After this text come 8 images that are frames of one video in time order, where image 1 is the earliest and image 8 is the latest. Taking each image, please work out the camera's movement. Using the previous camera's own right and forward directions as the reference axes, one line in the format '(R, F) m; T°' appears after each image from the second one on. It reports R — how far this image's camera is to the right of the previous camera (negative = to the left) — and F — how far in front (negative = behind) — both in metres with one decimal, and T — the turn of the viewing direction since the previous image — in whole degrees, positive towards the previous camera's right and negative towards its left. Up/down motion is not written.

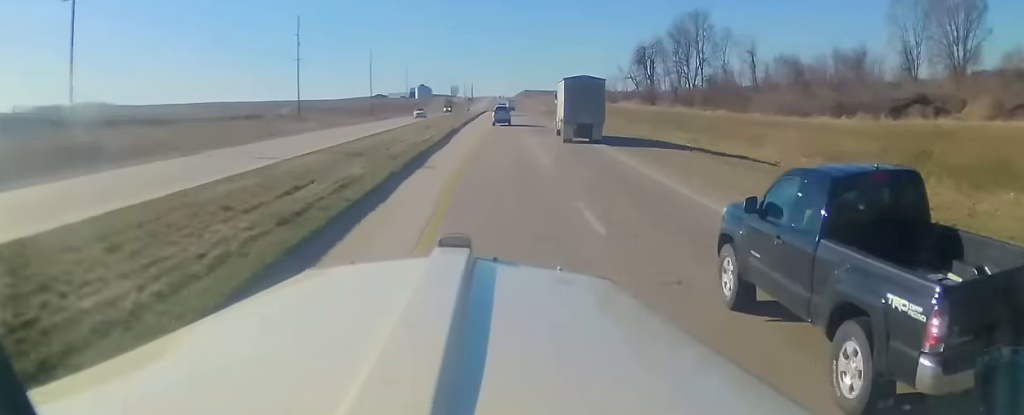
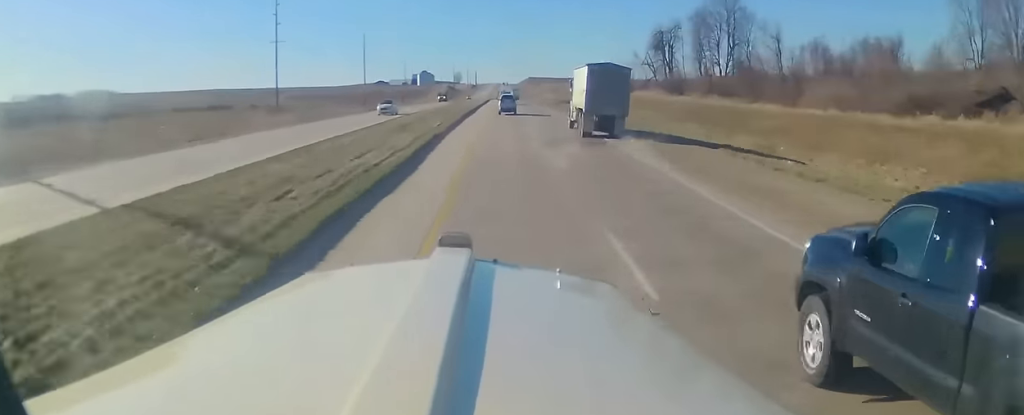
(+0.2, +15.7) m; -1°
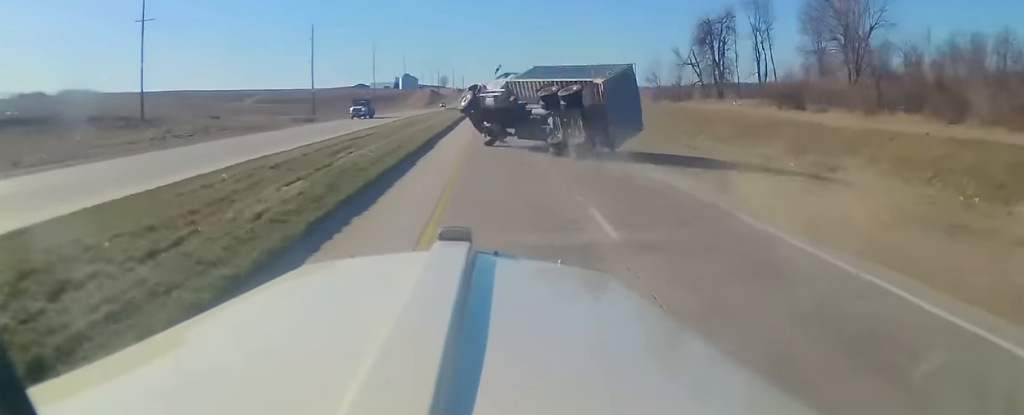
(-0.8, +46.6) m; 0°
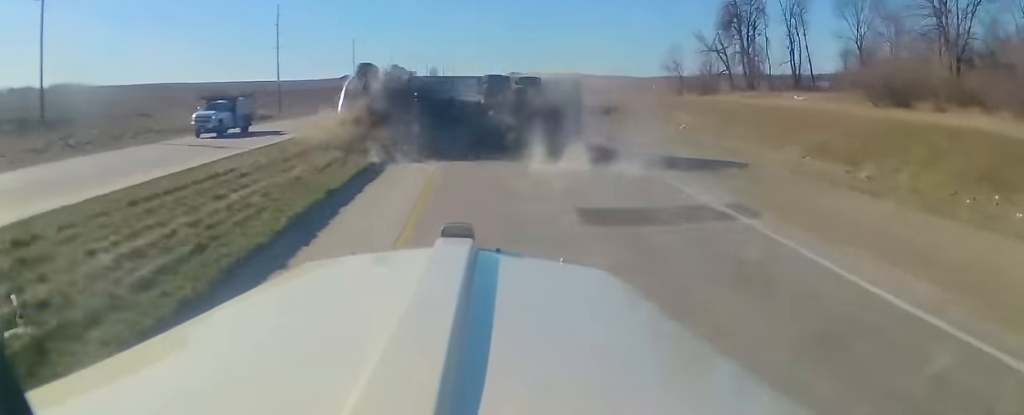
(+0.1, +20.5) m; 0°
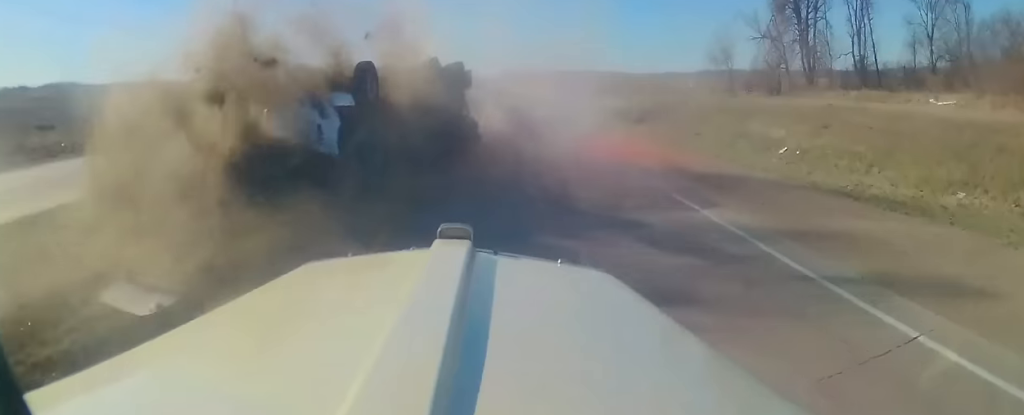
(-0.2, +26.5) m; 0°
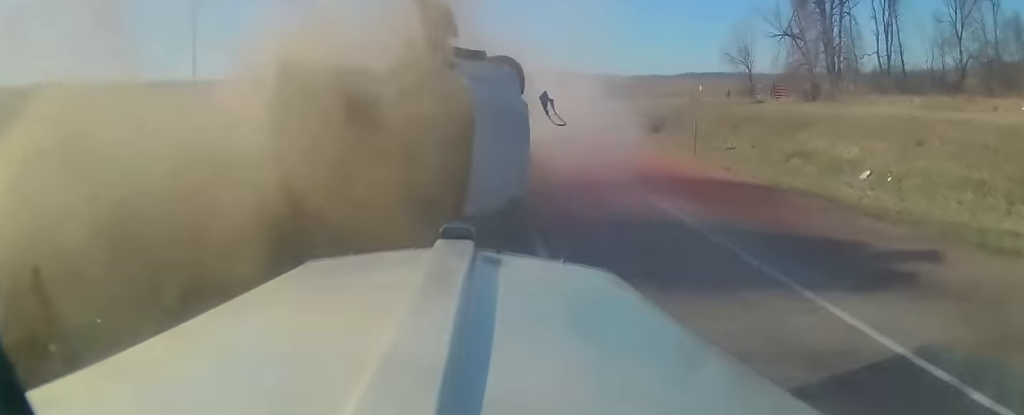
(-0.1, +12.7) m; +1°
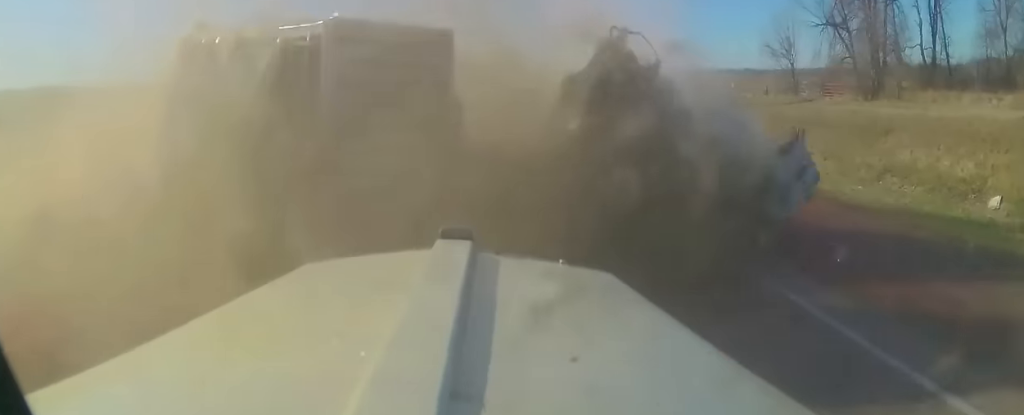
(+0.5, +10.8) m; +2°
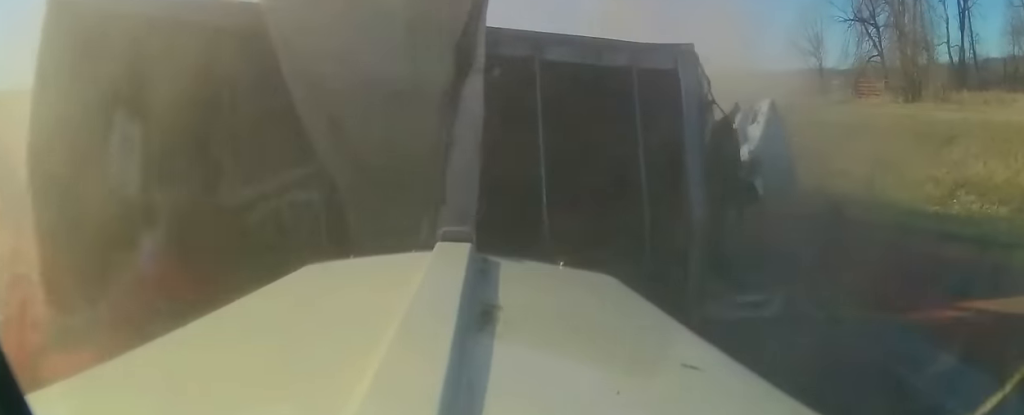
(-0.1, +4.1) m; 0°
